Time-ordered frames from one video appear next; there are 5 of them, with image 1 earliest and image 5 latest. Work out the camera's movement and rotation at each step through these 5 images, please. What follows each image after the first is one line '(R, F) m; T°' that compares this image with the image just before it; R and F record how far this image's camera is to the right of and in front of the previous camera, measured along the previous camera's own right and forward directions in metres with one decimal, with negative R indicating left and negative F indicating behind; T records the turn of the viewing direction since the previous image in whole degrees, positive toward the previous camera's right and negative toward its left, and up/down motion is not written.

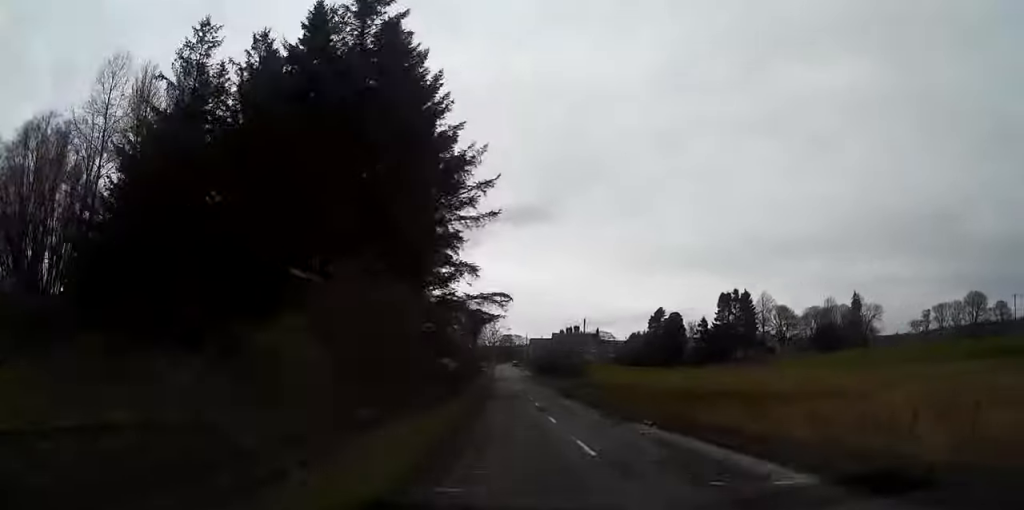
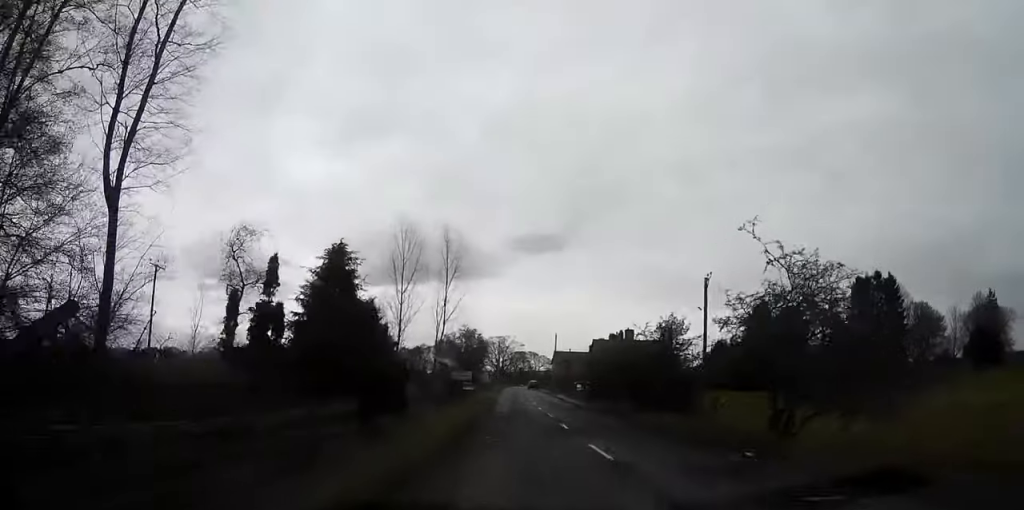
(-4.5, +69.4) m; -2°
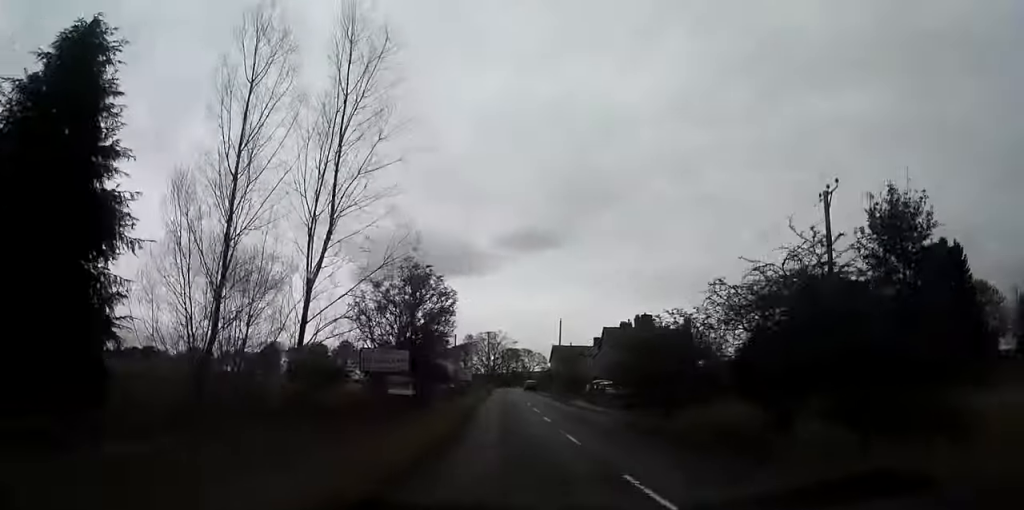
(+3.2, +24.5) m; +6°
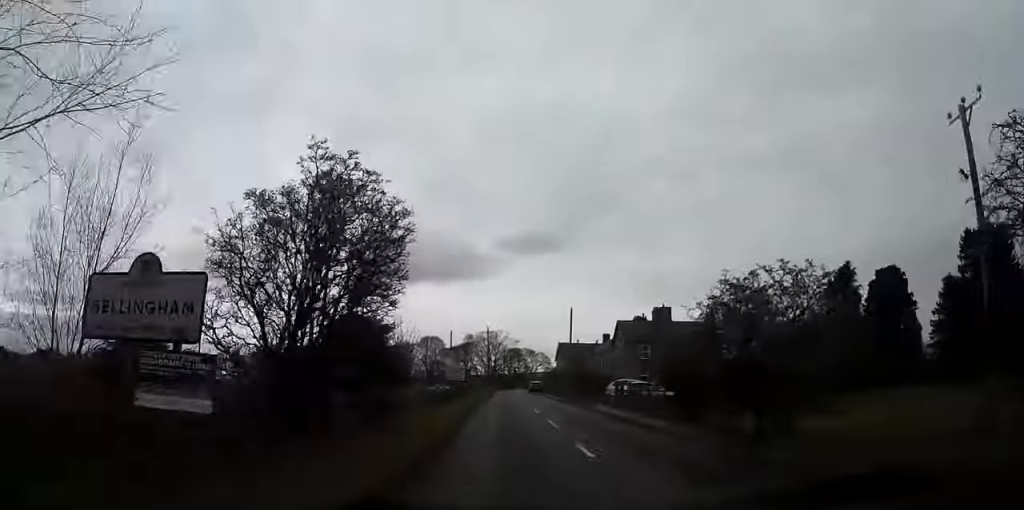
(-0.1, +12.7) m; -1°
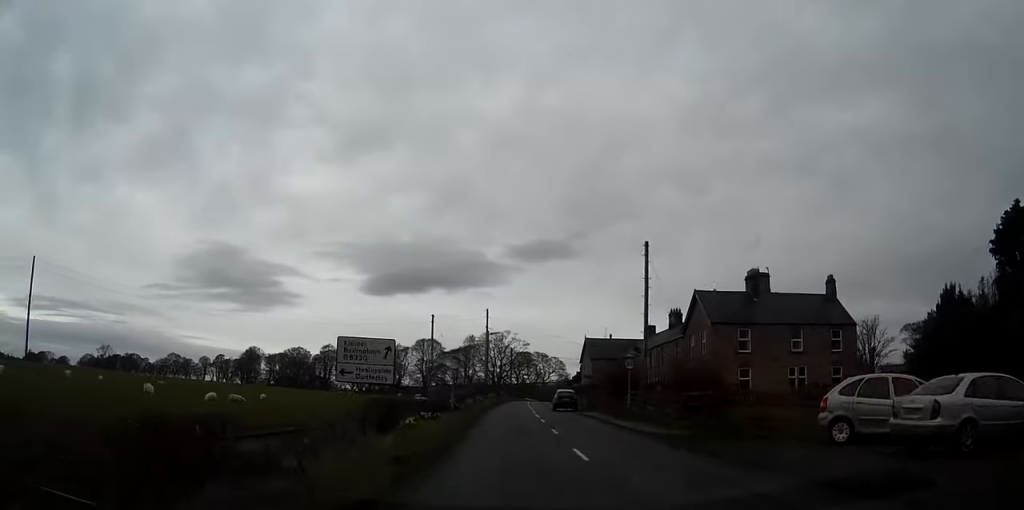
(-2.2, +36.6) m; -4°
